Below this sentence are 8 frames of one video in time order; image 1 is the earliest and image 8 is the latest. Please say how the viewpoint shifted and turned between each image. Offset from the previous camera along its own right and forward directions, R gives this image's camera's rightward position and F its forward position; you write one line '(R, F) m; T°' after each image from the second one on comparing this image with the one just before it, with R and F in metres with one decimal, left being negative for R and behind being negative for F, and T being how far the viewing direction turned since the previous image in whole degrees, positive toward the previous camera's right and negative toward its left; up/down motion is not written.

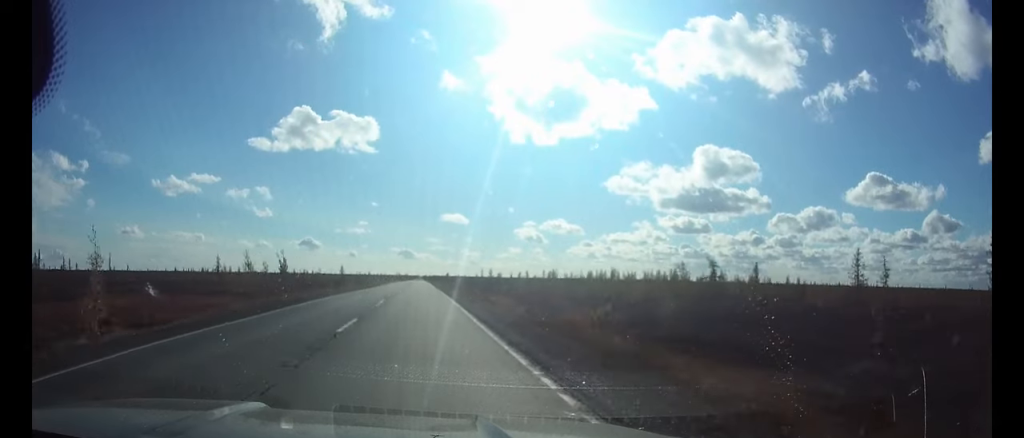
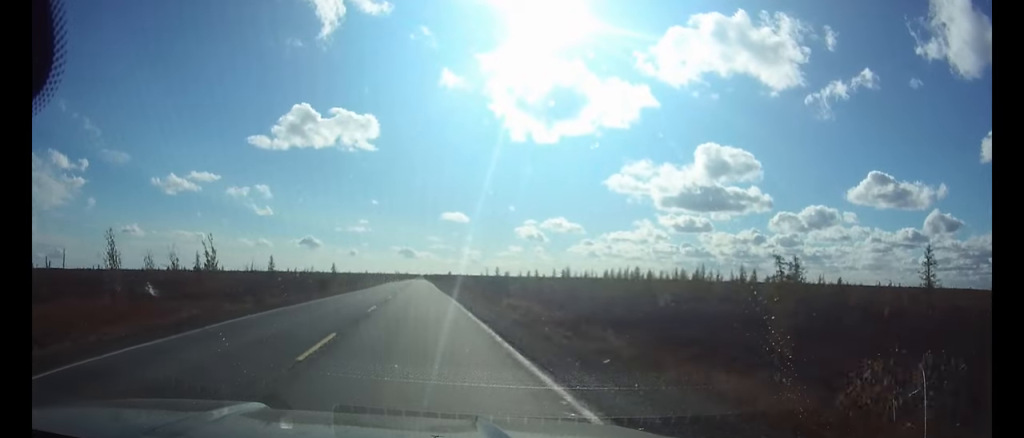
(0.0, +17.4) m; 0°
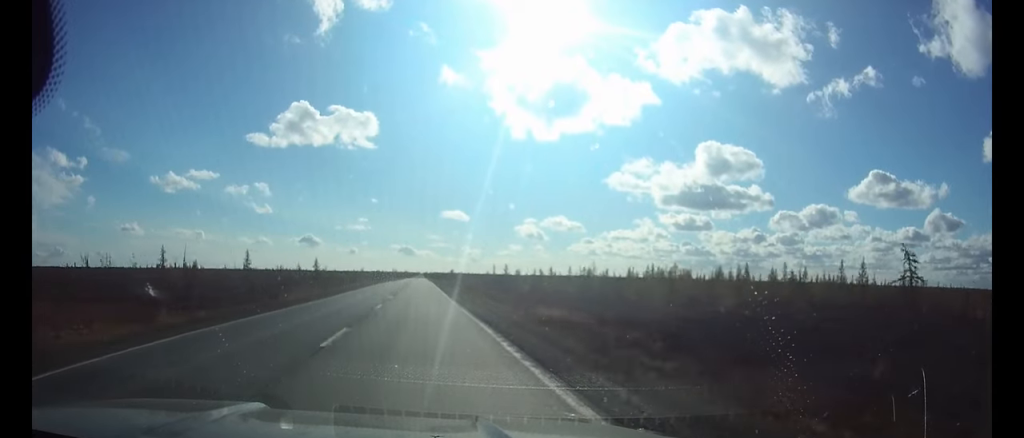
(0.0, +23.2) m; 0°
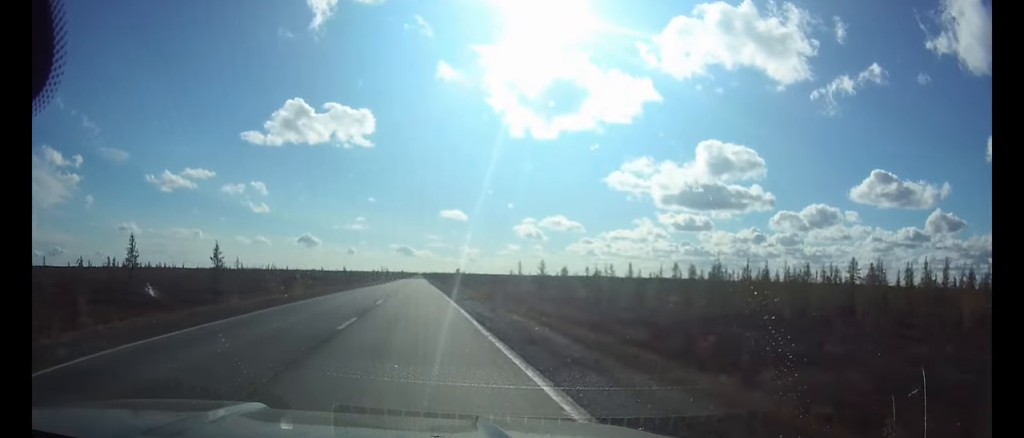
(+0.1, +56.8) m; 0°
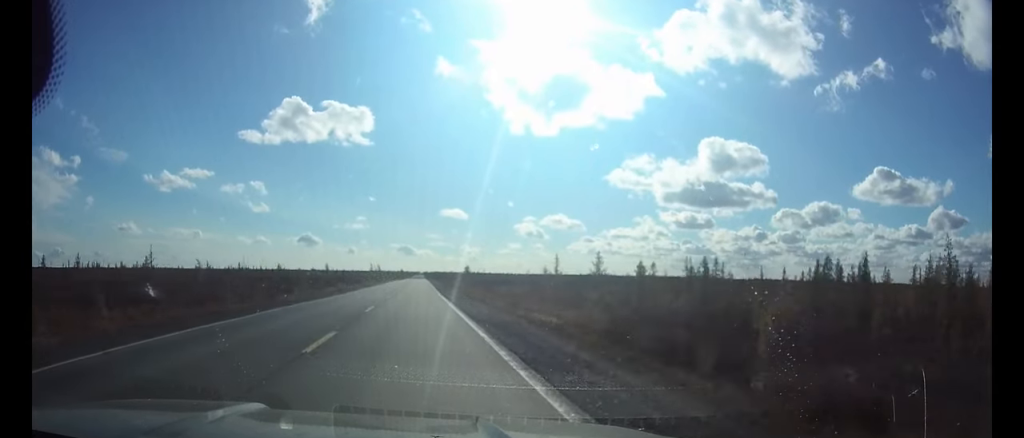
(0.0, +41.3) m; 0°
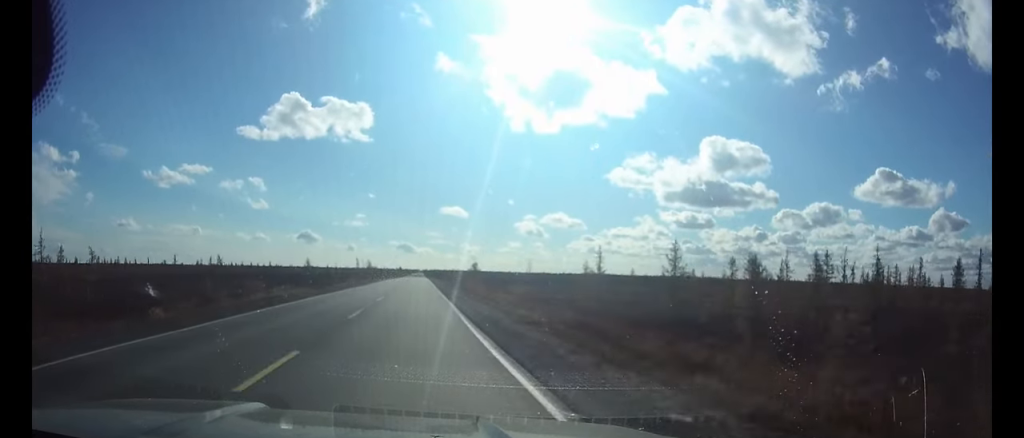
(0.0, +29.3) m; 0°
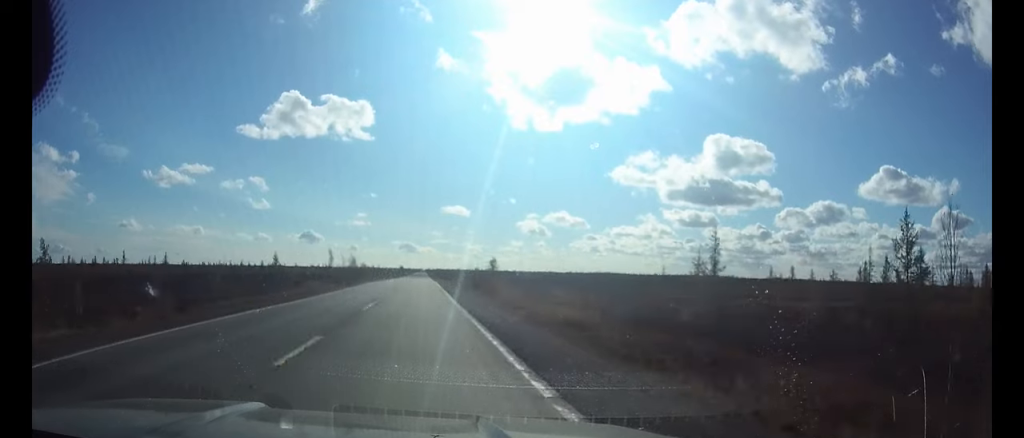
(0.0, +37.0) m; 0°
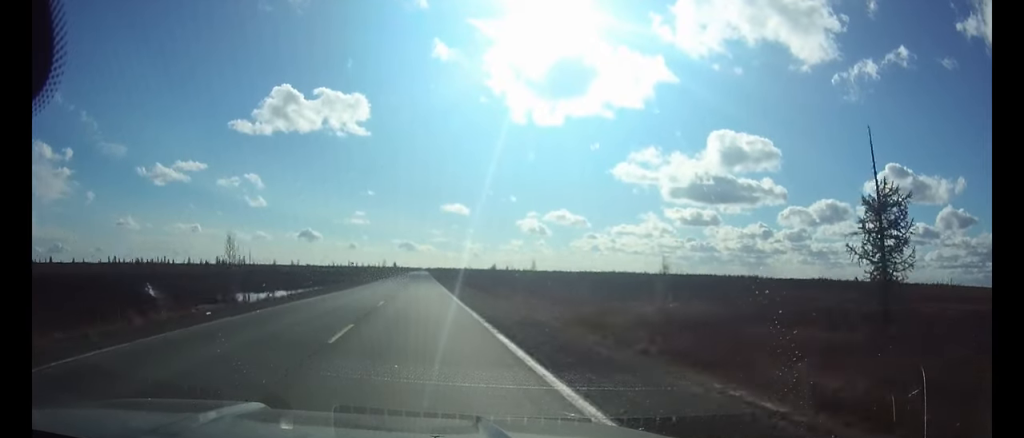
(-0.1, +109.4) m; 0°
